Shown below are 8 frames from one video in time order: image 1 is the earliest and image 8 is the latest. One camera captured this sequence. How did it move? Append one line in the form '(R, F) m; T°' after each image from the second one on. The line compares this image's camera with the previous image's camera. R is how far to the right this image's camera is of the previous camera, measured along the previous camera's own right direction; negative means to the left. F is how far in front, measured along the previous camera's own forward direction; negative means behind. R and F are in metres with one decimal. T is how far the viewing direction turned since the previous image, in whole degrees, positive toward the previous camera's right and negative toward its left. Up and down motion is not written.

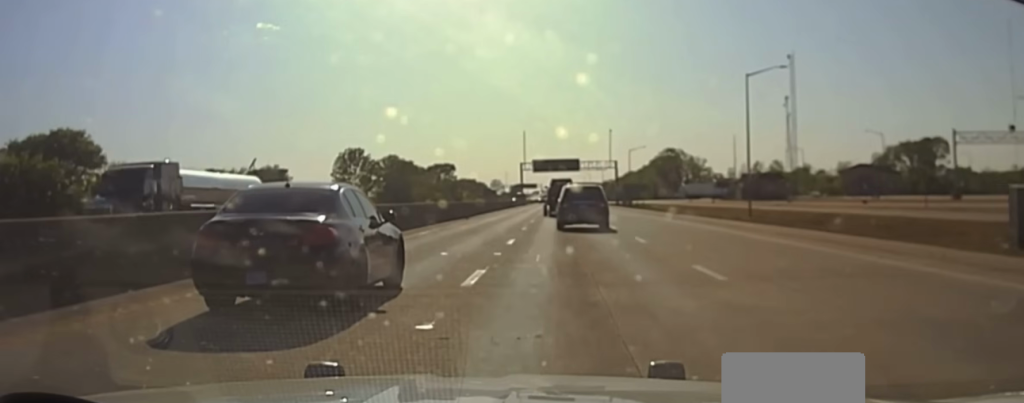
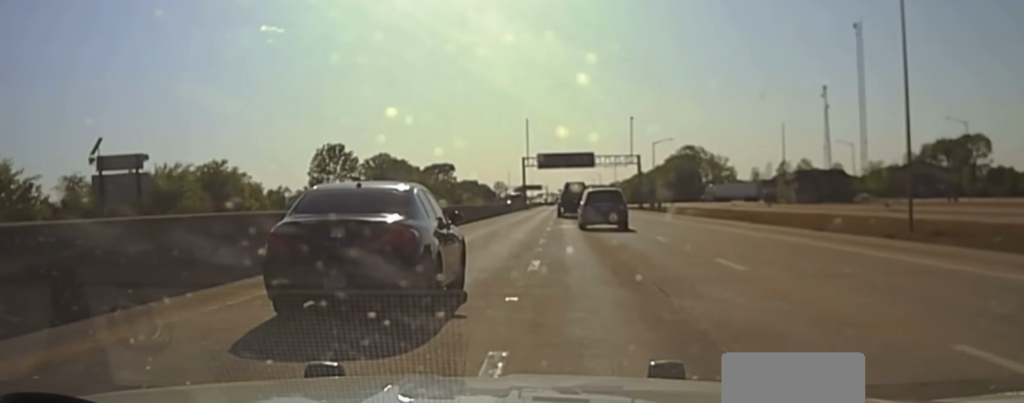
(-0.7, +33.1) m; -1°
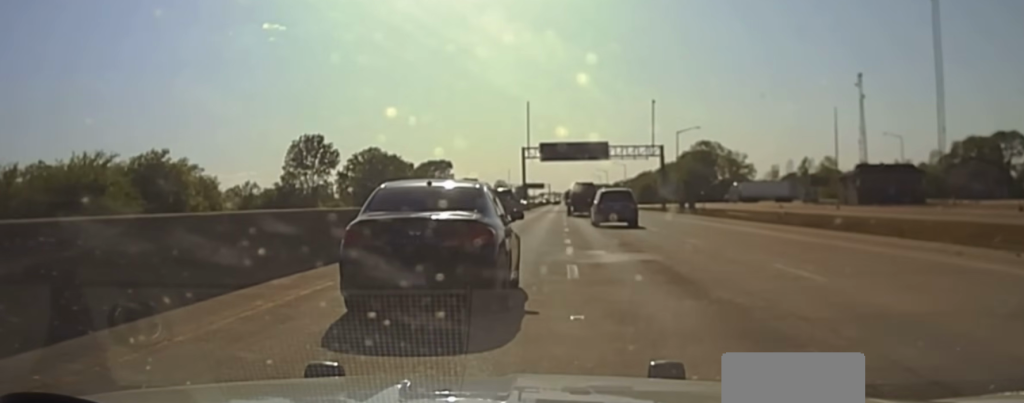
(+0.3, +26.2) m; +1°
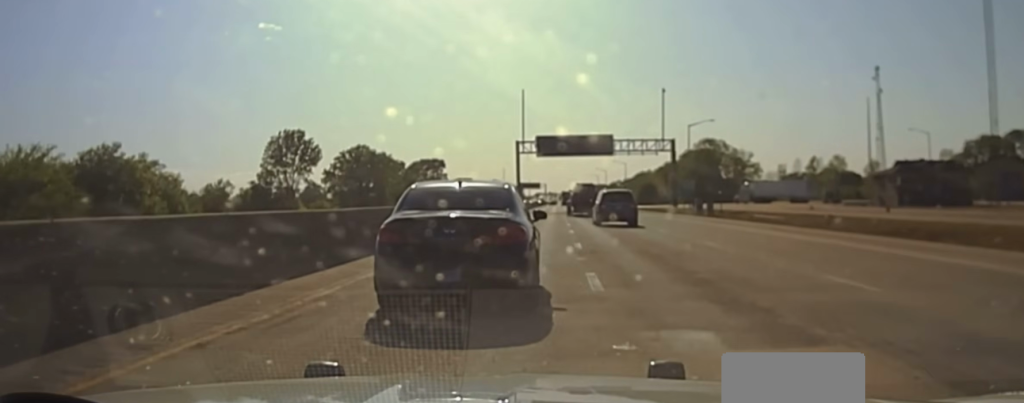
(+0.2, +14.7) m; +1°
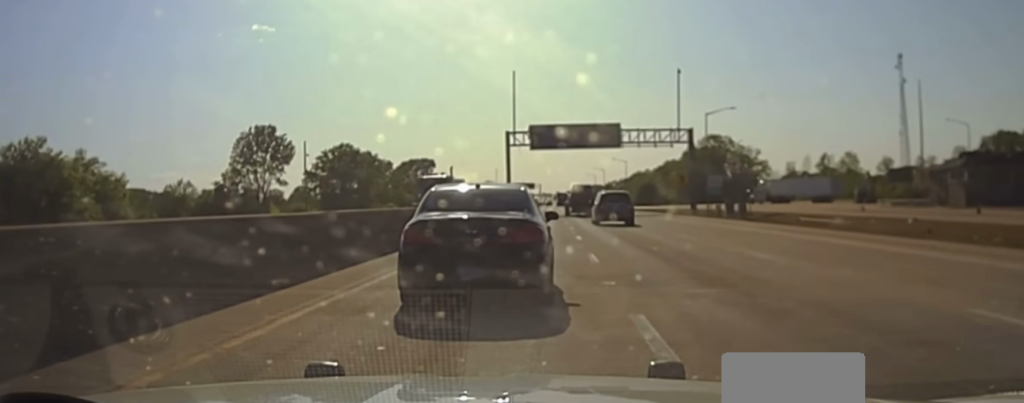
(0.0, +17.0) m; 0°
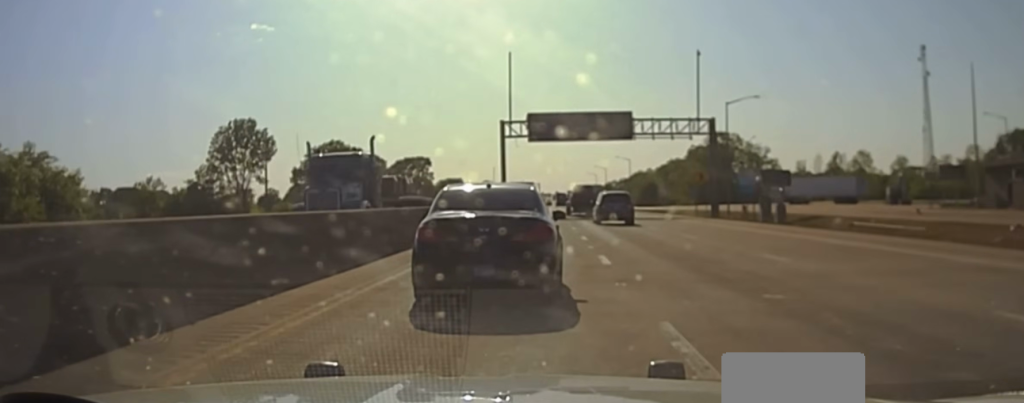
(0.0, +13.5) m; 0°
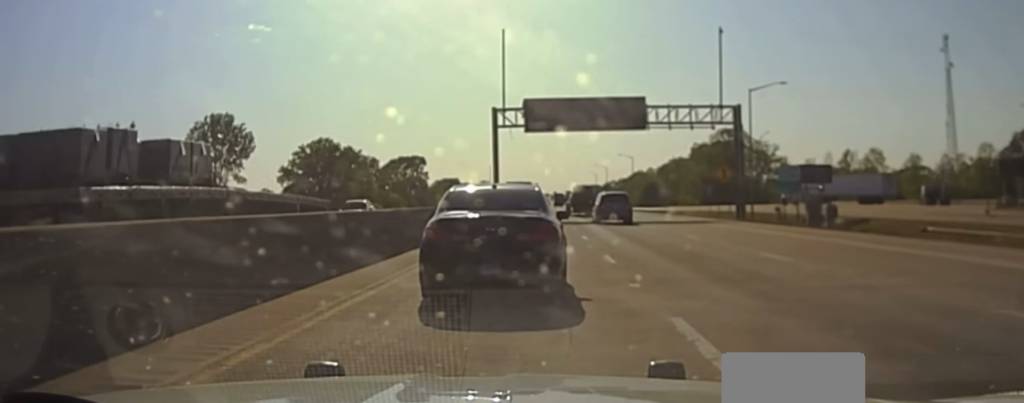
(-0.1, +11.0) m; 0°
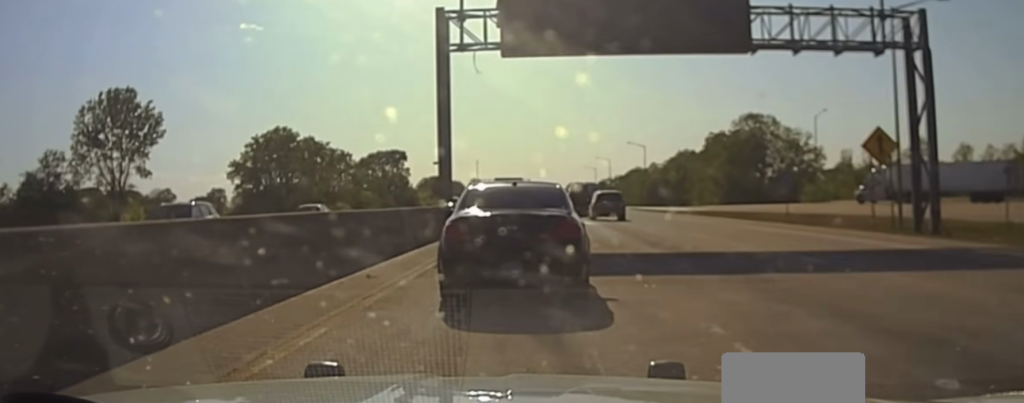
(0.0, +36.1) m; +1°
